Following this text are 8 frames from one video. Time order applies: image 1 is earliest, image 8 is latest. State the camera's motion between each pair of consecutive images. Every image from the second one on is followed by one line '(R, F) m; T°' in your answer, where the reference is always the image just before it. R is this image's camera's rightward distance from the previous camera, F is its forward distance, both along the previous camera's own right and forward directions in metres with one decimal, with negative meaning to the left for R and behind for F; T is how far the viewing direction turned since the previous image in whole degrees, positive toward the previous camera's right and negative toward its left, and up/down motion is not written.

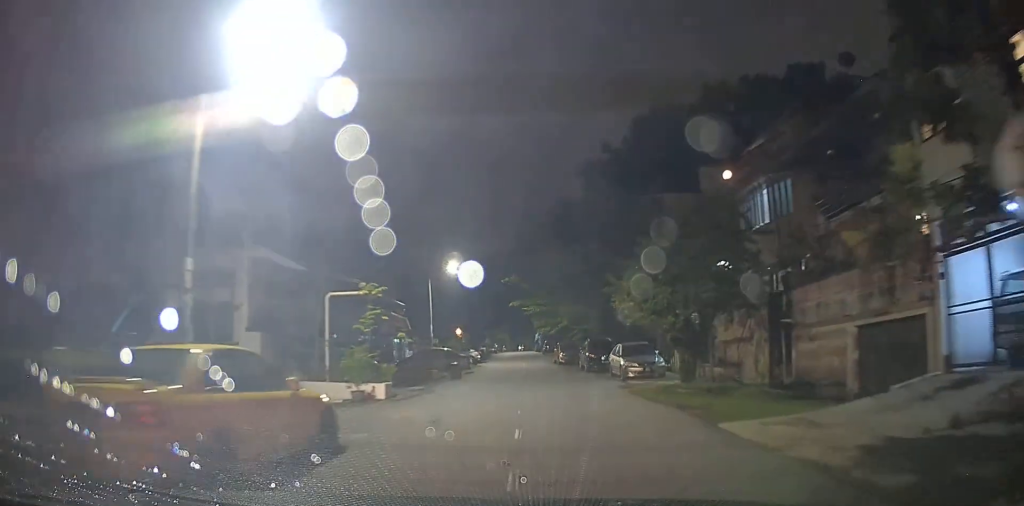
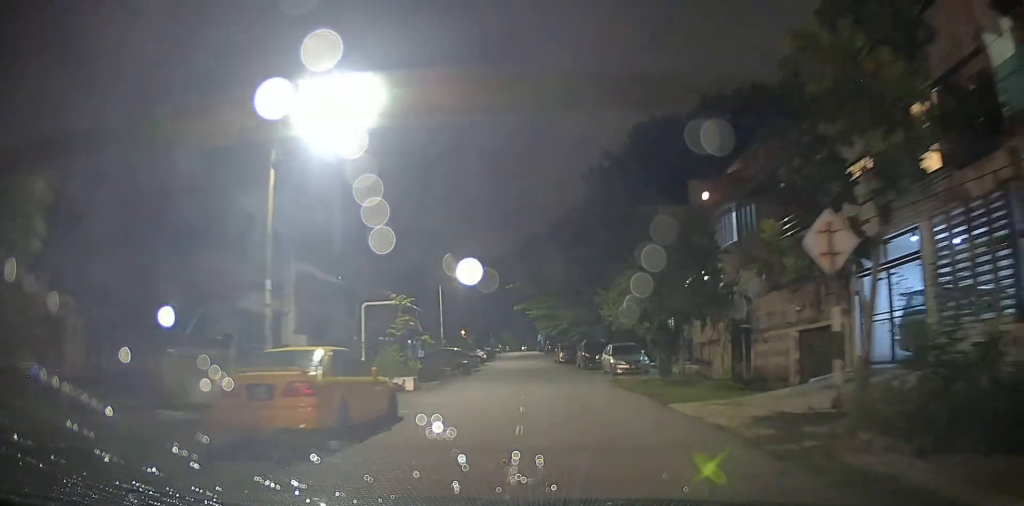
(0.0, +3.8) m; 0°
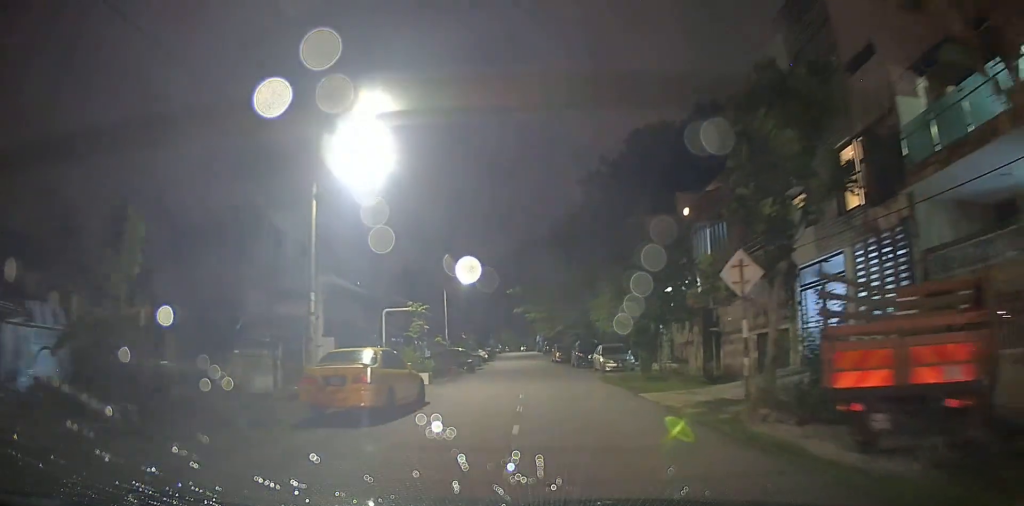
(+0.1, +3.5) m; +1°
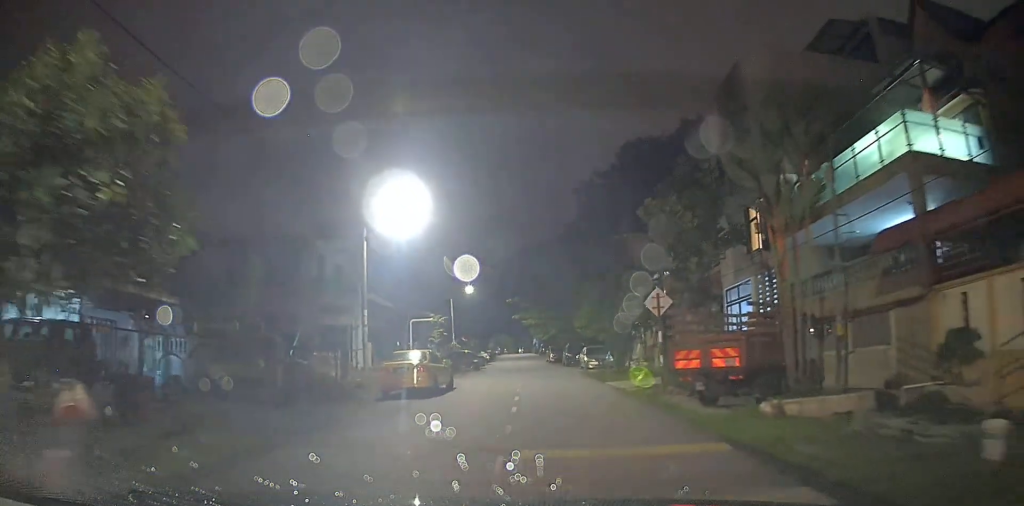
(0.0, +6.7) m; 0°
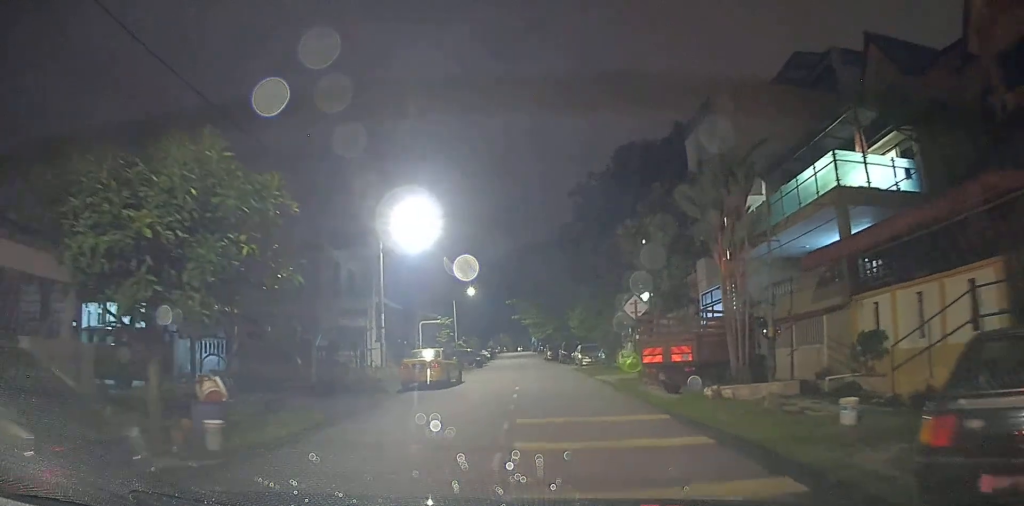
(0.0, +3.4) m; 0°
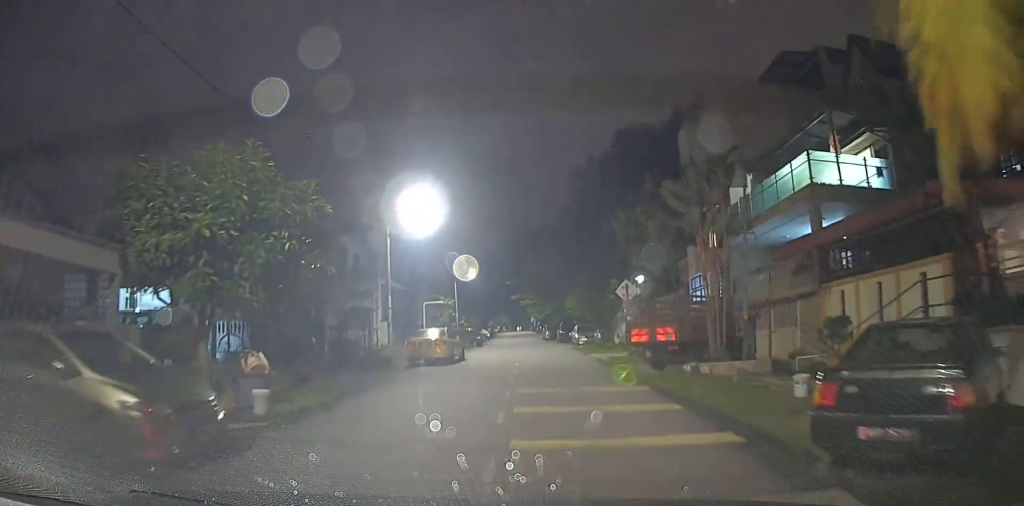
(0.0, +1.8) m; 0°
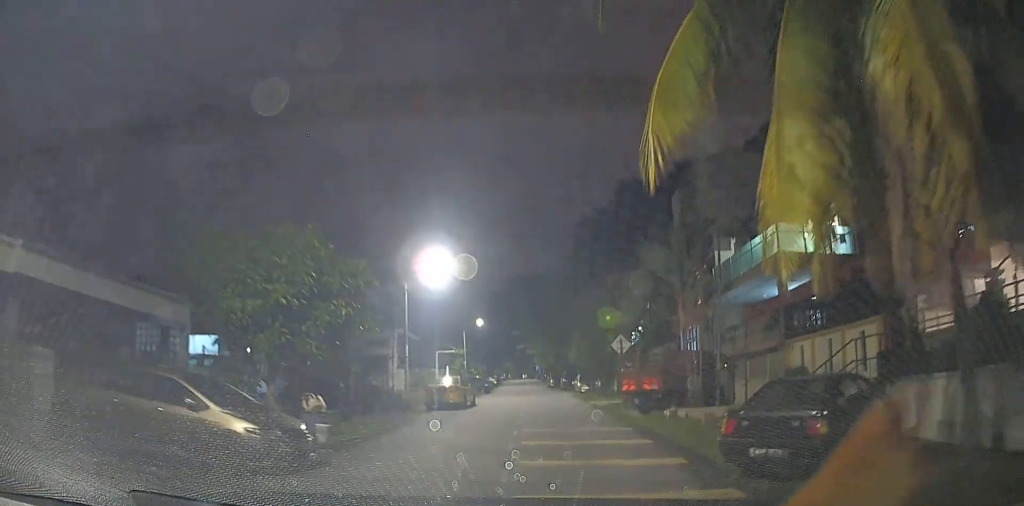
(0.0, +2.9) m; +1°
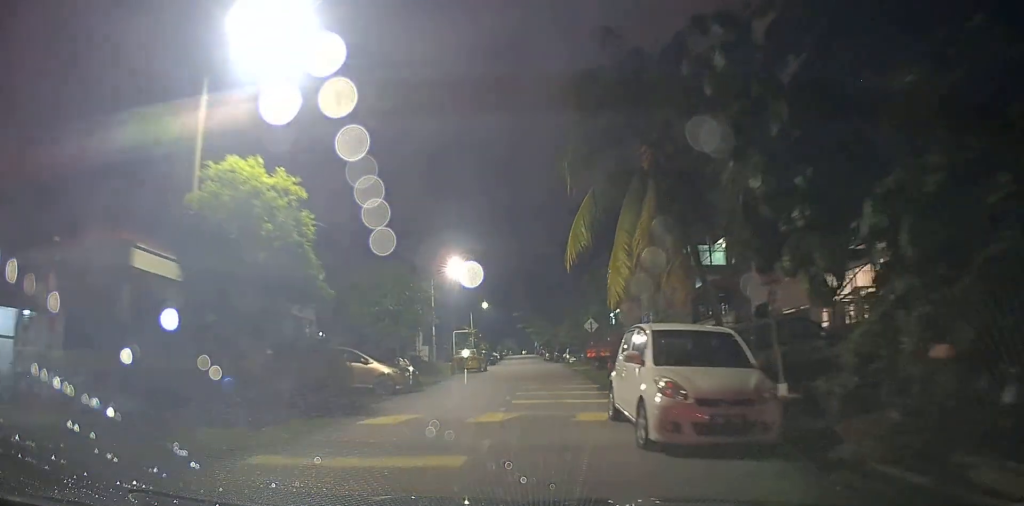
(+0.6, +10.3) m; +2°
